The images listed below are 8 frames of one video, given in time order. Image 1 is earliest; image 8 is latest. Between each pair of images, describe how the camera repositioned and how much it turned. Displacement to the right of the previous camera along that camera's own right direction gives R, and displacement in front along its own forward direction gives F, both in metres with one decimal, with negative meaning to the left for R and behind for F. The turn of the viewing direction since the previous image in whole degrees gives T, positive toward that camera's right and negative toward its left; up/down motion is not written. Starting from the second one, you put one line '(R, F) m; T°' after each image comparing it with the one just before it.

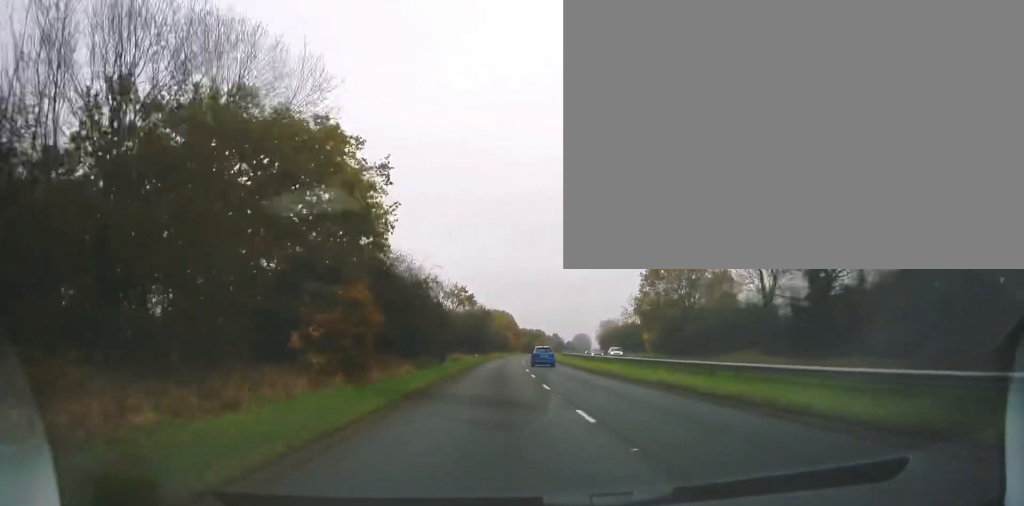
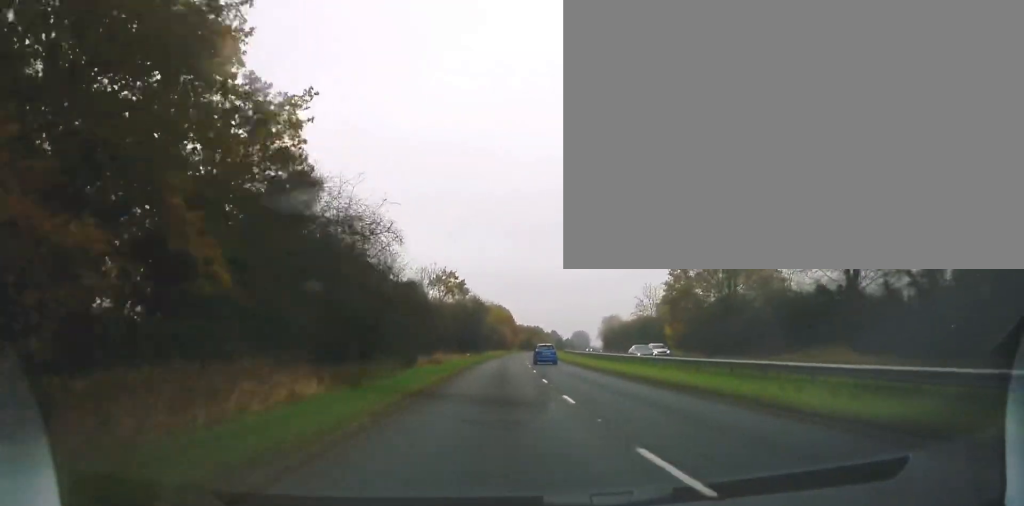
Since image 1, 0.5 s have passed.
(+0.2, +13.9) m; +1°
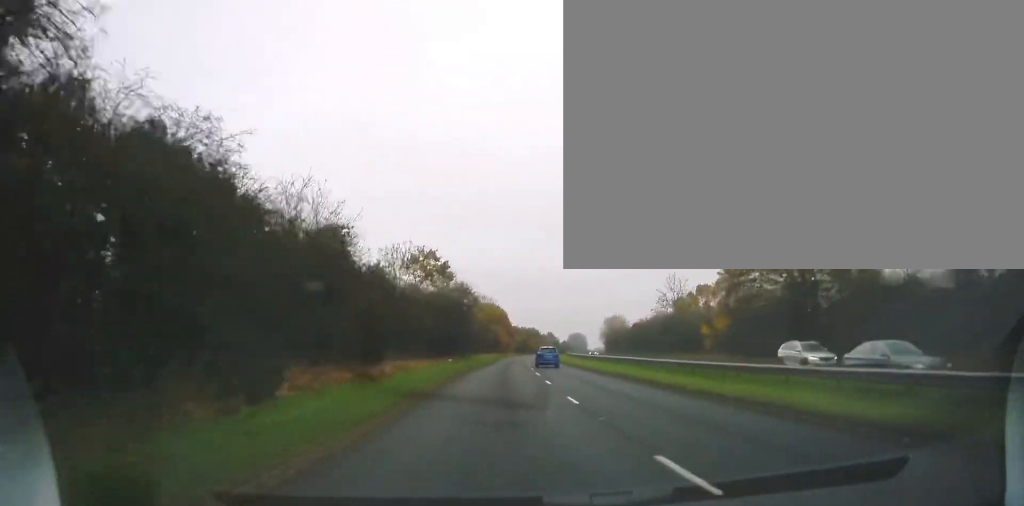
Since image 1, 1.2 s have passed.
(+0.1, +17.3) m; +1°
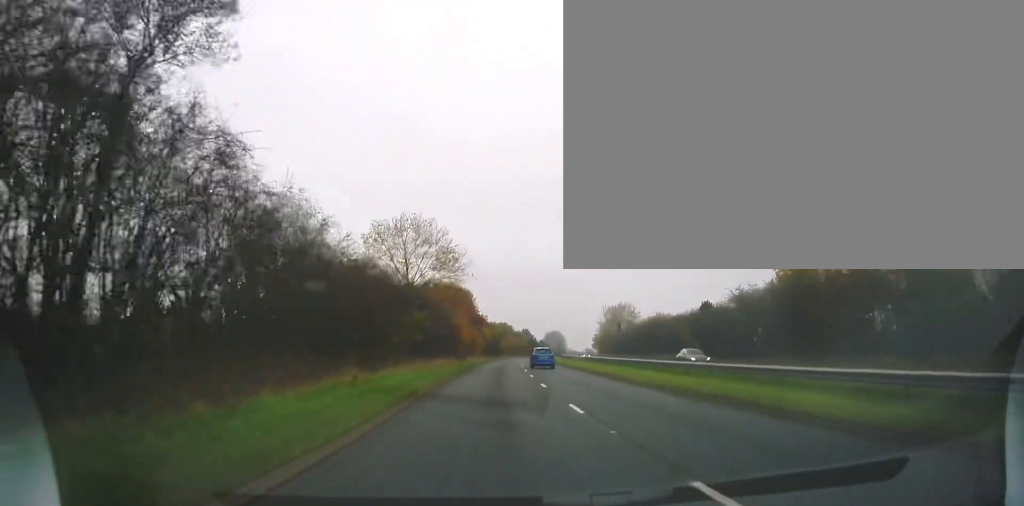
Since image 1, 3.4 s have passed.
(+1.4, +55.5) m; +3°
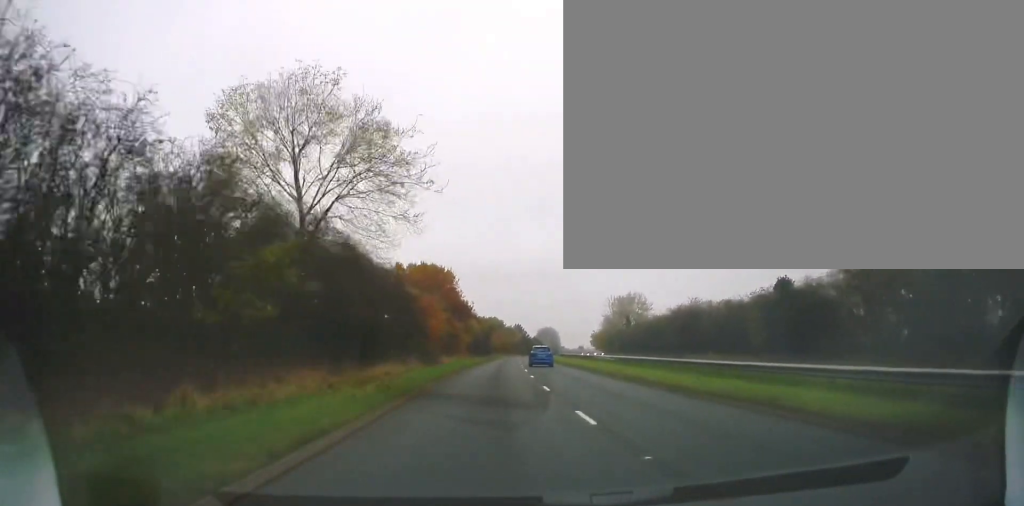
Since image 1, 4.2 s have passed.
(+0.3, +20.4) m; +1°
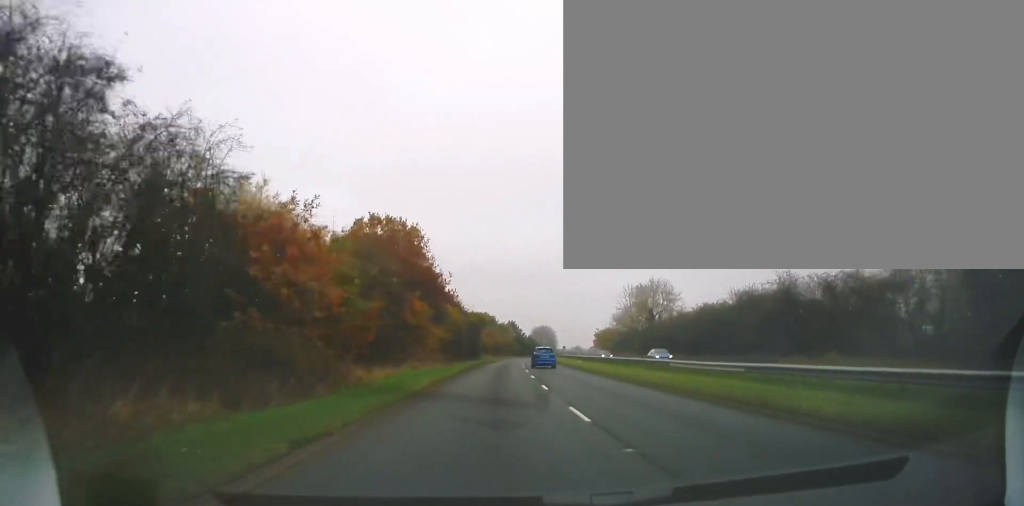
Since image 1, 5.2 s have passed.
(-0.1, +25.5) m; +1°
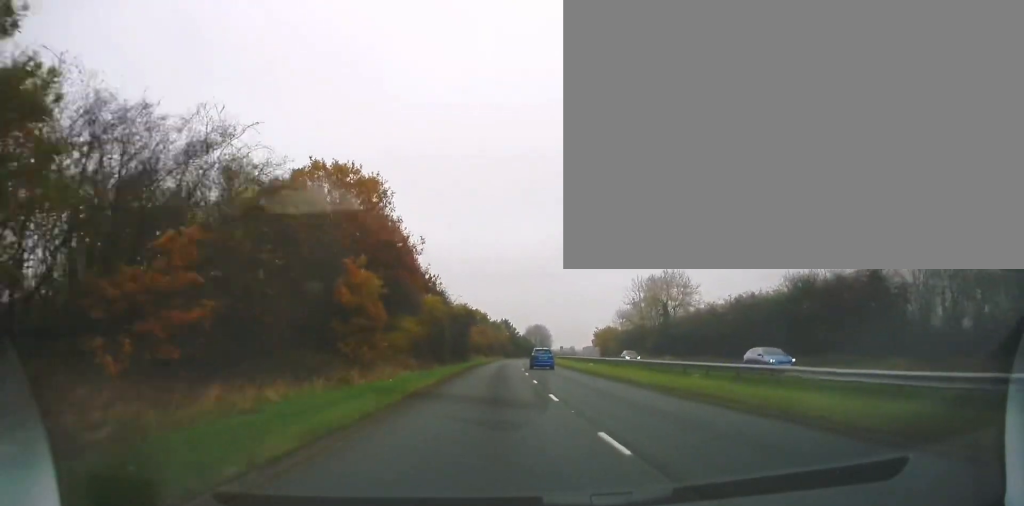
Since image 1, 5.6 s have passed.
(+0.2, +11.9) m; +1°
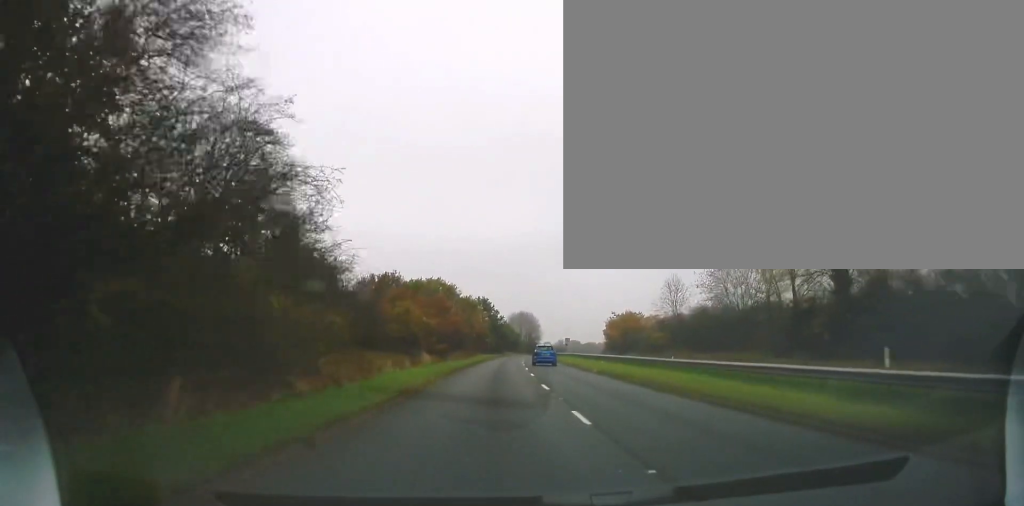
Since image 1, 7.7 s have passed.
(+1.4, +51.9) m; +3°
